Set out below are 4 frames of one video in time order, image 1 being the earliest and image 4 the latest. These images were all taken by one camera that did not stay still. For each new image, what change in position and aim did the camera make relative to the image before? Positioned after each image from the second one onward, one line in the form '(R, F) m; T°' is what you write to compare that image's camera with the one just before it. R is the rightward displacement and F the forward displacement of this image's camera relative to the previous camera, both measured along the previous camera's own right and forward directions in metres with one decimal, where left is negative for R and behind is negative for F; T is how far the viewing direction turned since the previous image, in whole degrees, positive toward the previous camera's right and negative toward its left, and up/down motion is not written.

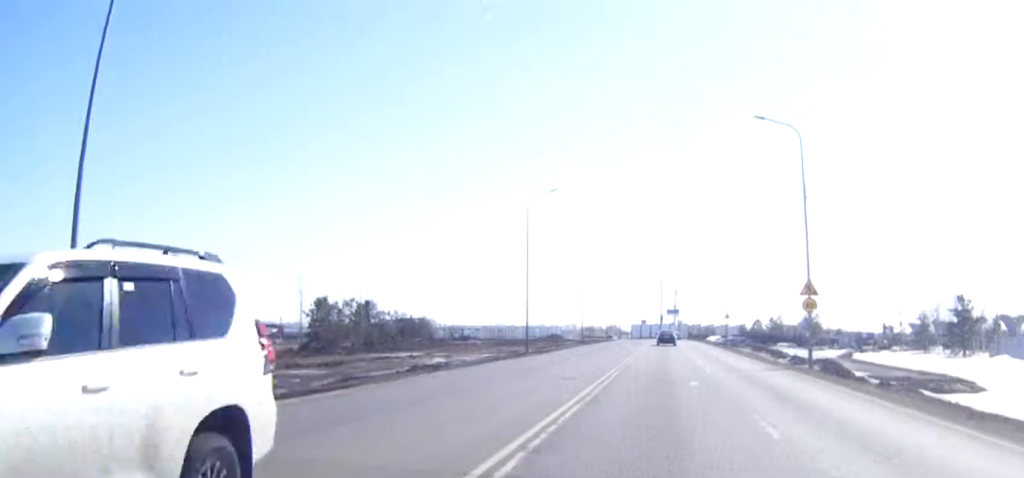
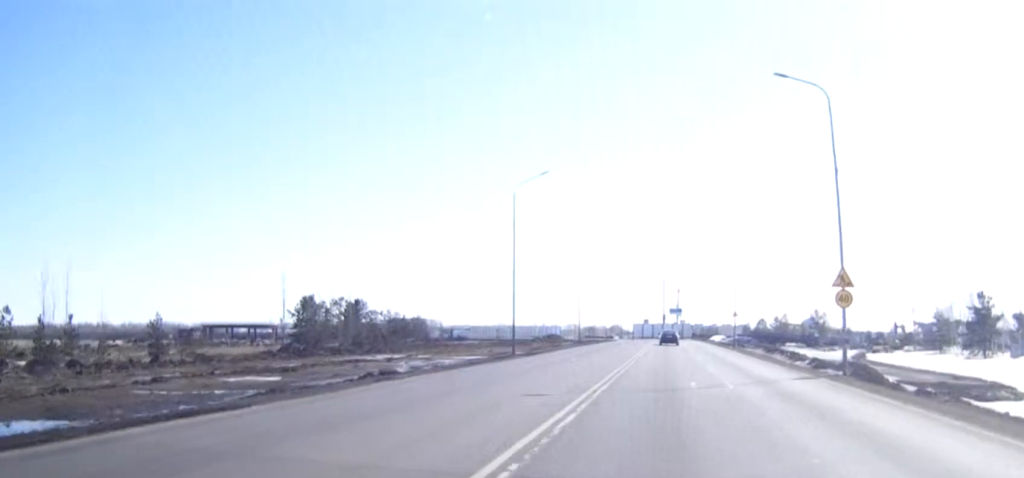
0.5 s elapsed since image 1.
(0.0, +6.3) m; 0°
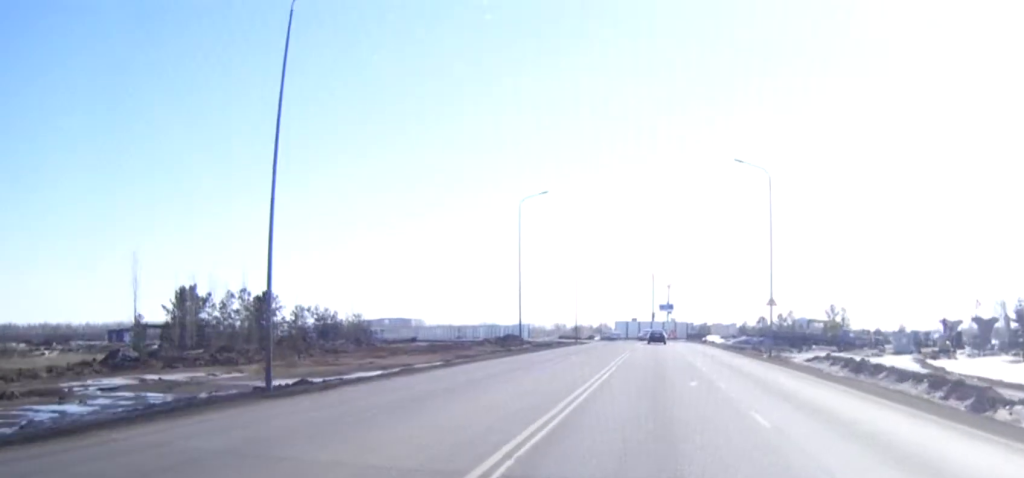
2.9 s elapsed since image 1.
(+0.1, +32.2) m; 0°
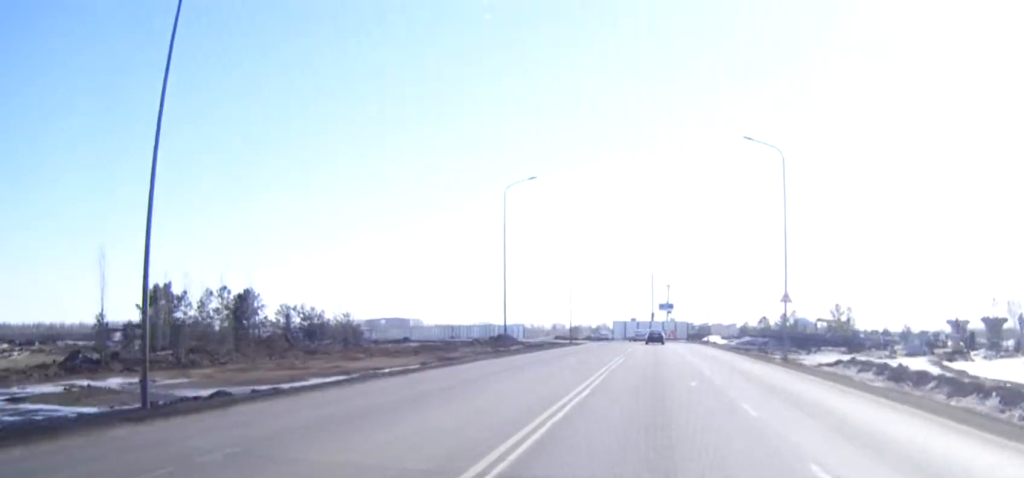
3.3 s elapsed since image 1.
(0.0, +5.6) m; 0°
